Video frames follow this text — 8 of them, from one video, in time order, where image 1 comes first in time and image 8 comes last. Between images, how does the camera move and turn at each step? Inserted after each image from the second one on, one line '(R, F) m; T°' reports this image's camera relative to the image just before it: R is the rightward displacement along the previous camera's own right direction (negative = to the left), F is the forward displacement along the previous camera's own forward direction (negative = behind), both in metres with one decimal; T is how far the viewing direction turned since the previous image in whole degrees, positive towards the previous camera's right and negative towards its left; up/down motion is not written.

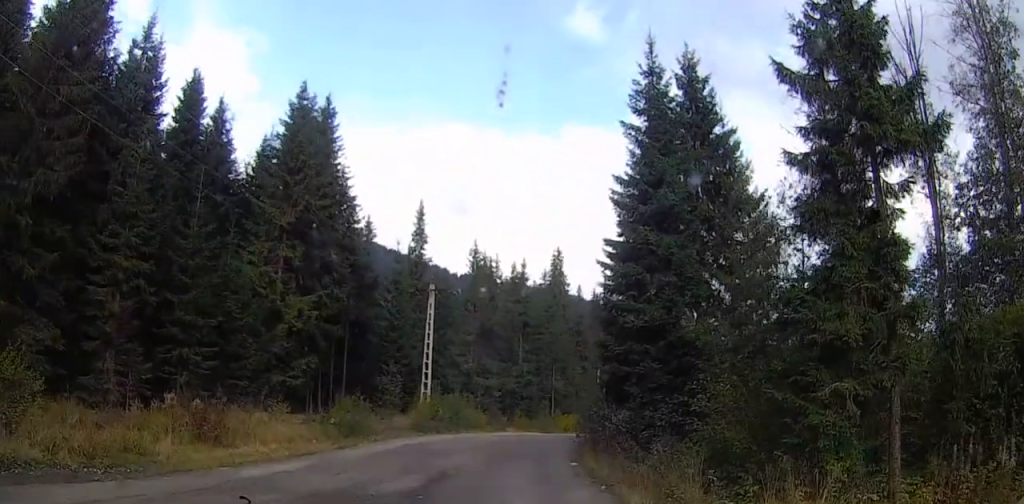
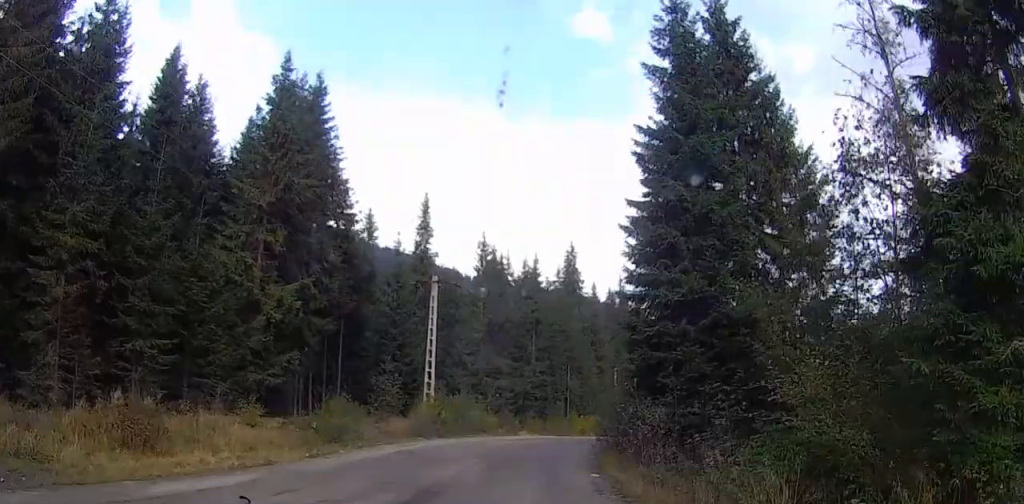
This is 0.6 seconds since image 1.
(0.0, +4.2) m; -2°
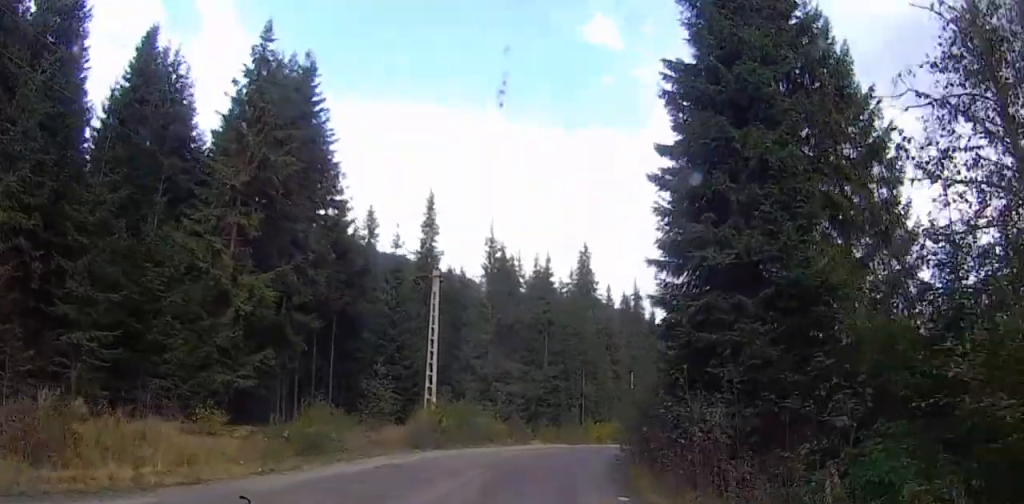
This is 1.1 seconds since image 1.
(+0.2, +4.0) m; -3°
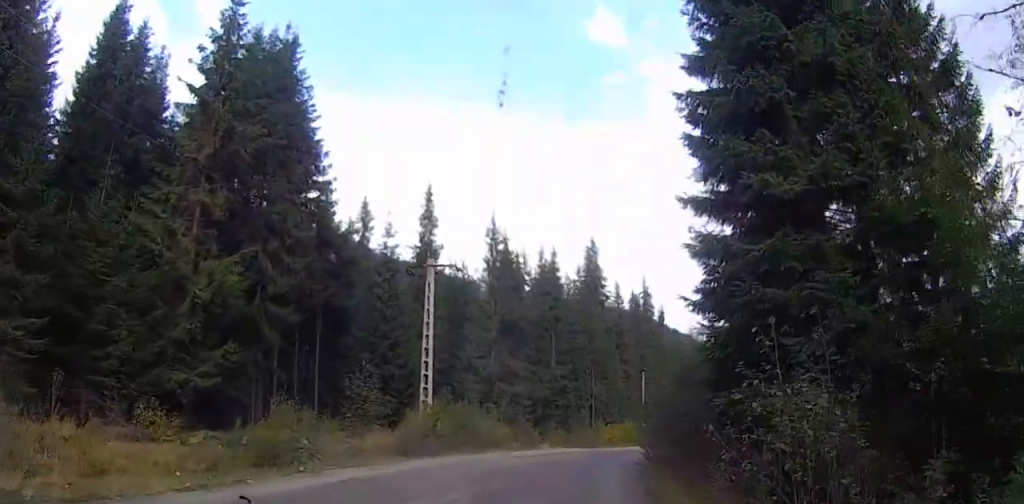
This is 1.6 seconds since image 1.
(-0.2, +3.5) m; +1°
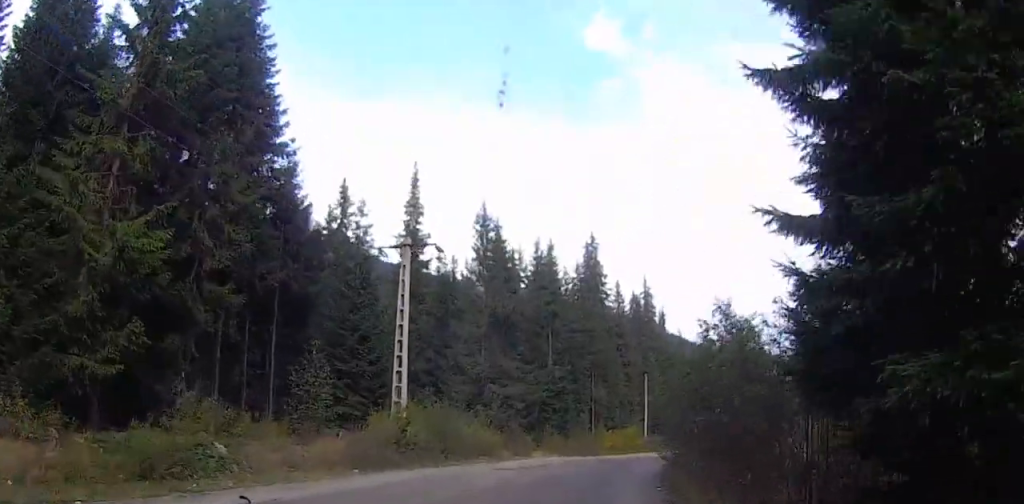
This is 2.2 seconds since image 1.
(-0.7, +5.1) m; +4°
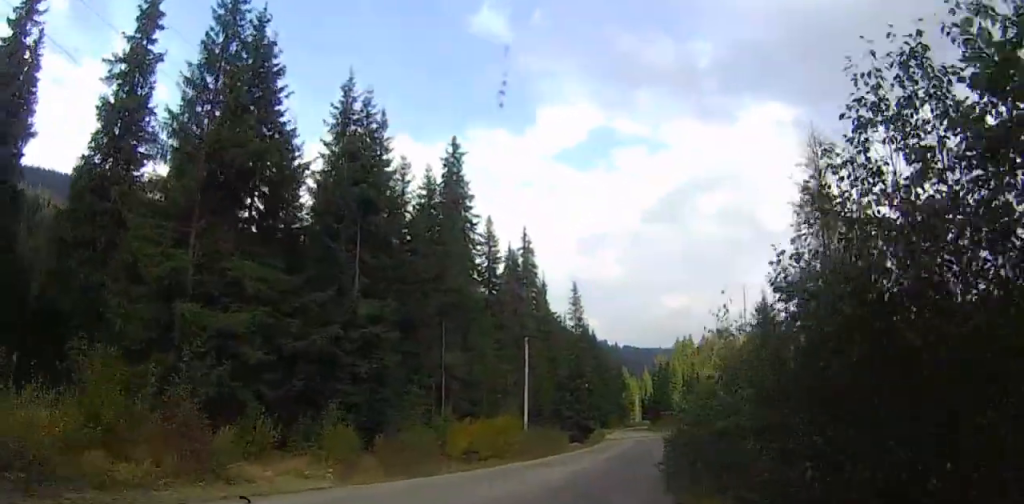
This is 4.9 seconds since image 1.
(+5.5, +27.0) m; +13°
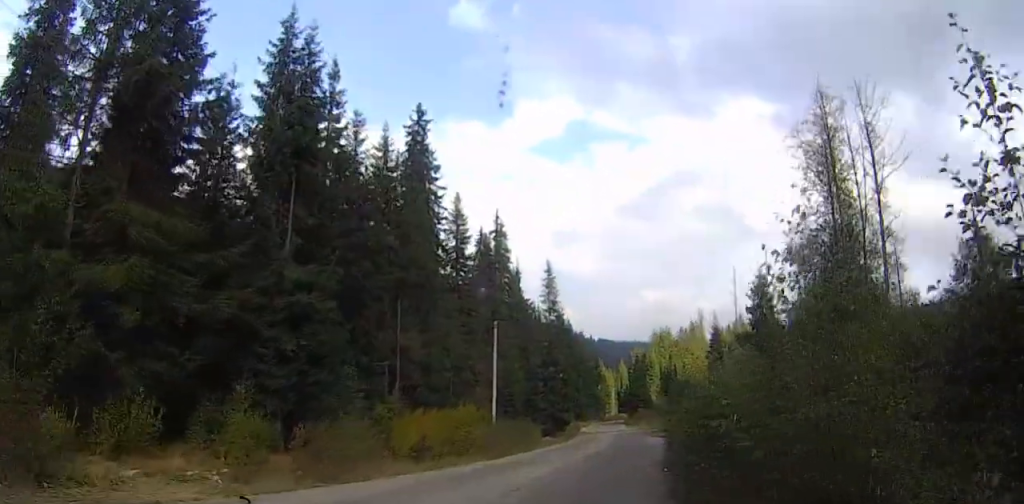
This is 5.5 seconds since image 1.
(0.0, +5.9) m; 0°
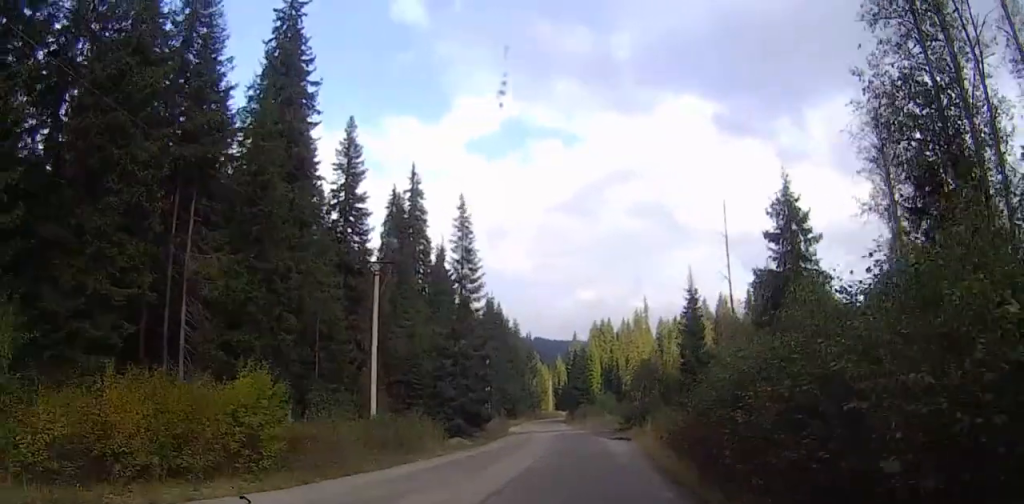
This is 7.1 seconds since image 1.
(0.0, +18.8) m; +1°
